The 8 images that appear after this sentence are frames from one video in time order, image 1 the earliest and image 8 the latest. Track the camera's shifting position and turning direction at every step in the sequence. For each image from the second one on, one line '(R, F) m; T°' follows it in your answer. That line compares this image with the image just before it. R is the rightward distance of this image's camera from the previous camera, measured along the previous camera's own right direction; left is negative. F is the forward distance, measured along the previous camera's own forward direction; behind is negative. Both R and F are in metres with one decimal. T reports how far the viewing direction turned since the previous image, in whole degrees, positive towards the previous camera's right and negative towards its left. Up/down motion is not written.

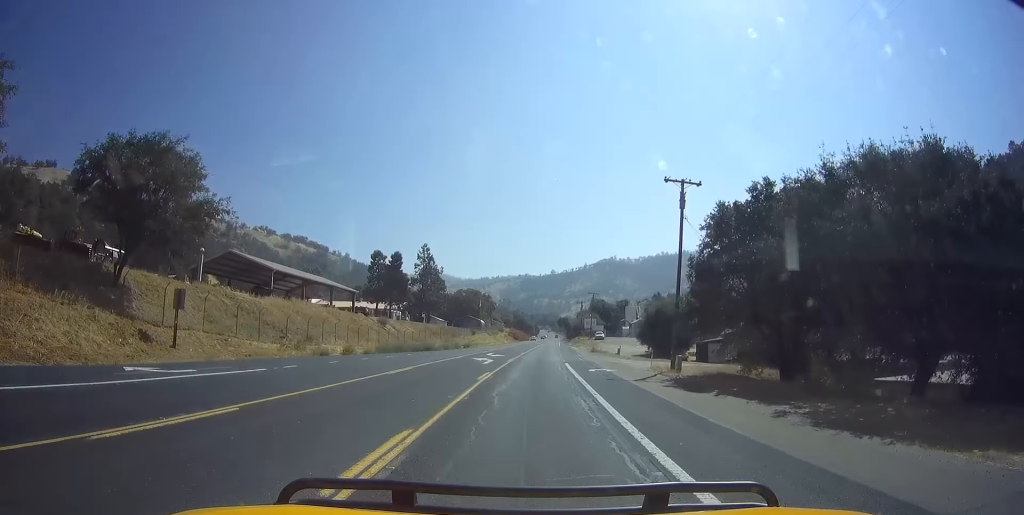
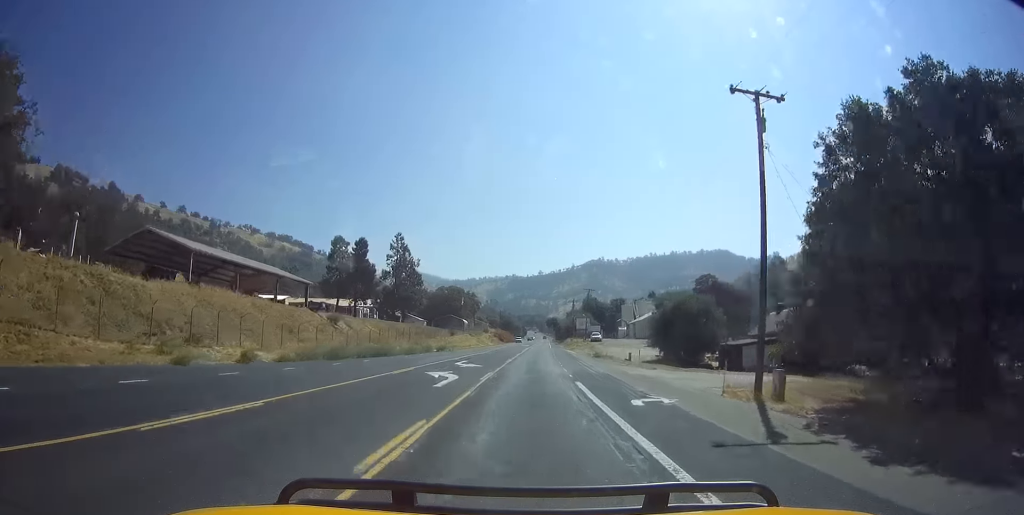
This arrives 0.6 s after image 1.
(+0.3, +13.2) m; +1°
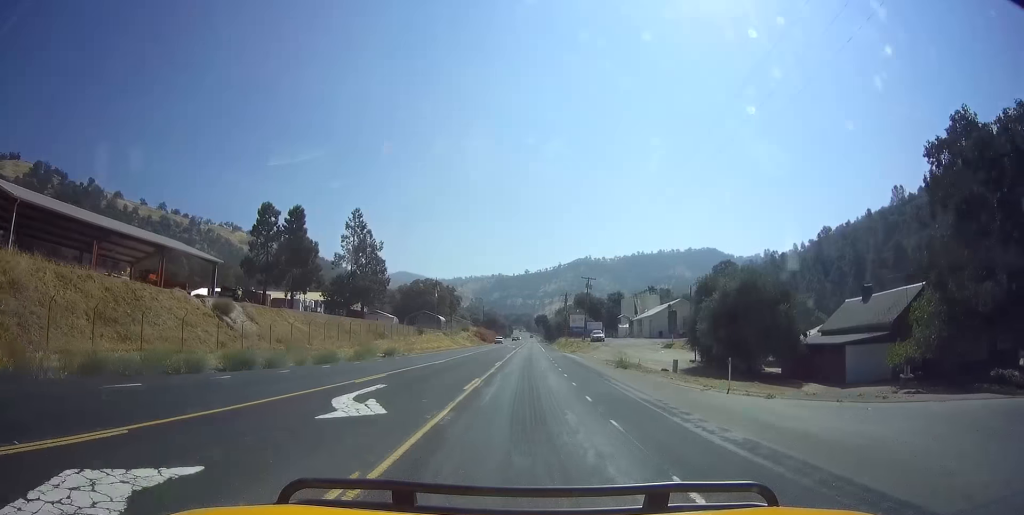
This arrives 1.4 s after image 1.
(+0.1, +18.5) m; 0°
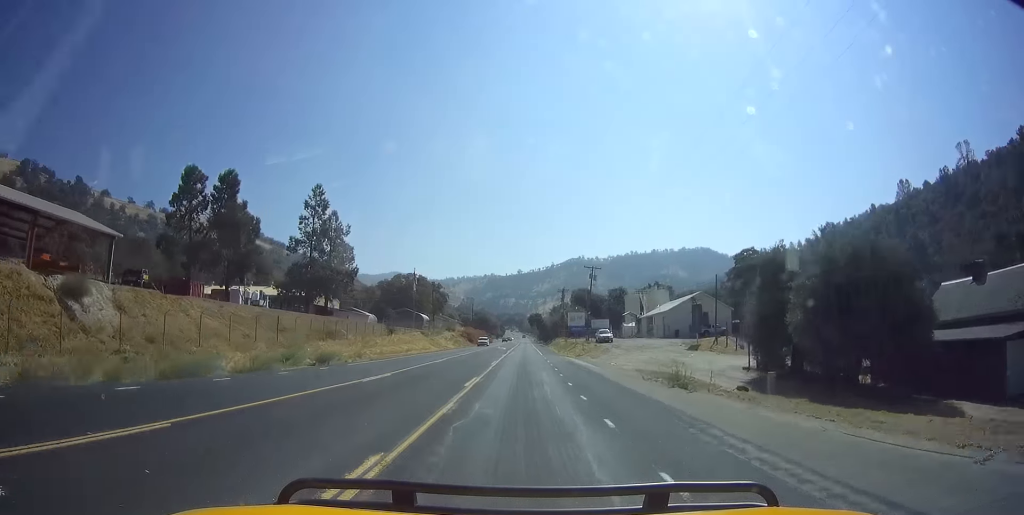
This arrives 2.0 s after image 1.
(0.0, +13.4) m; 0°
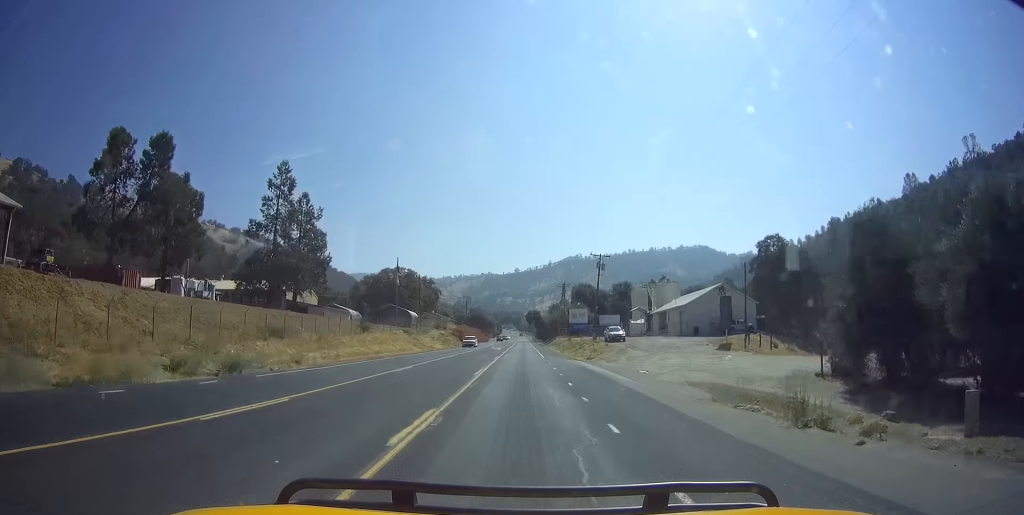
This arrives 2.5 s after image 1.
(-0.1, +9.8) m; 0°
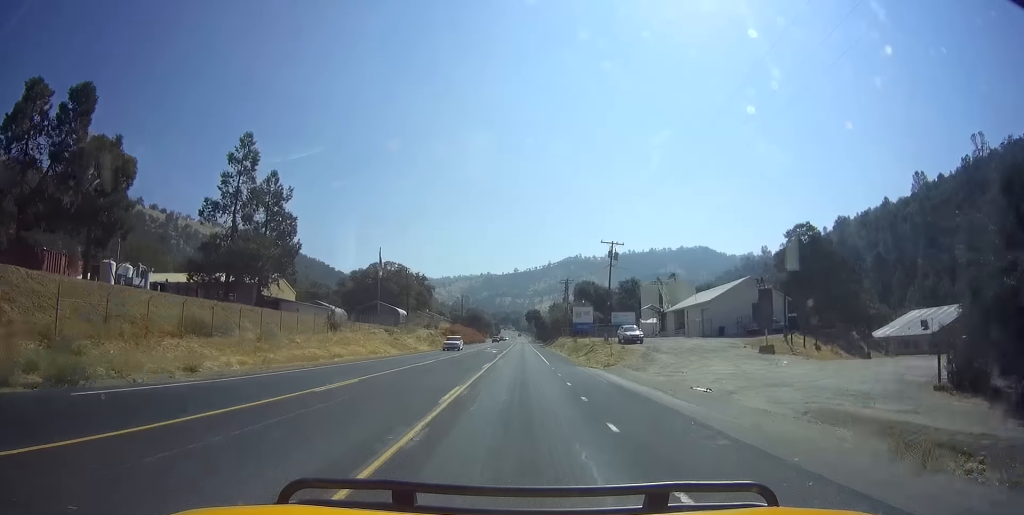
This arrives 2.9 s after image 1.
(0.0, +9.0) m; 0°
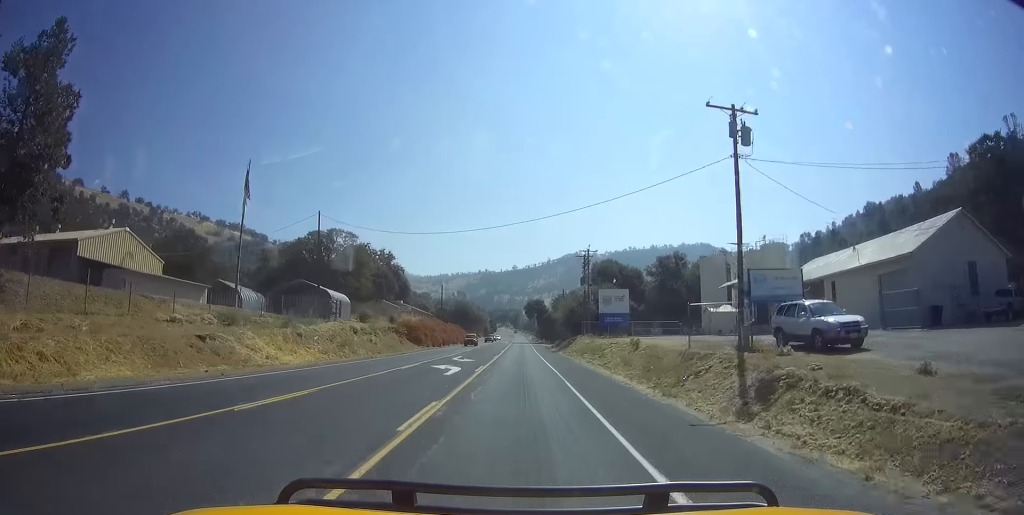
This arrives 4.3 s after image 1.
(+0.5, +33.1) m; 0°
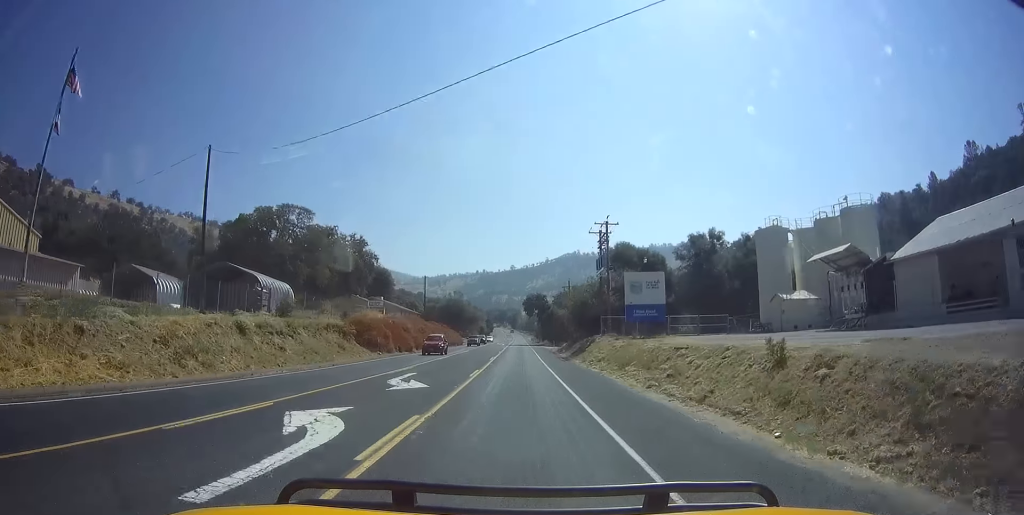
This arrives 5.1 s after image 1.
(-0.1, +16.7) m; 0°
